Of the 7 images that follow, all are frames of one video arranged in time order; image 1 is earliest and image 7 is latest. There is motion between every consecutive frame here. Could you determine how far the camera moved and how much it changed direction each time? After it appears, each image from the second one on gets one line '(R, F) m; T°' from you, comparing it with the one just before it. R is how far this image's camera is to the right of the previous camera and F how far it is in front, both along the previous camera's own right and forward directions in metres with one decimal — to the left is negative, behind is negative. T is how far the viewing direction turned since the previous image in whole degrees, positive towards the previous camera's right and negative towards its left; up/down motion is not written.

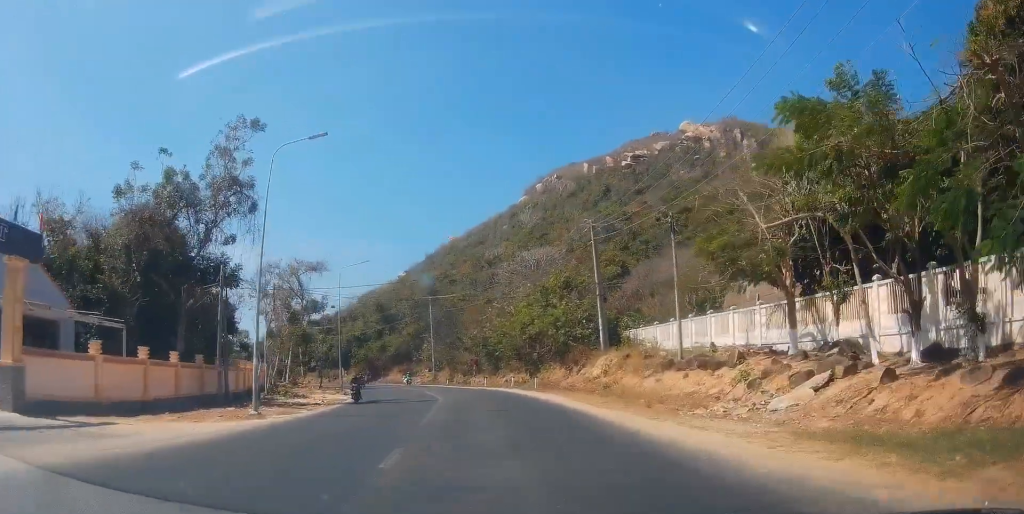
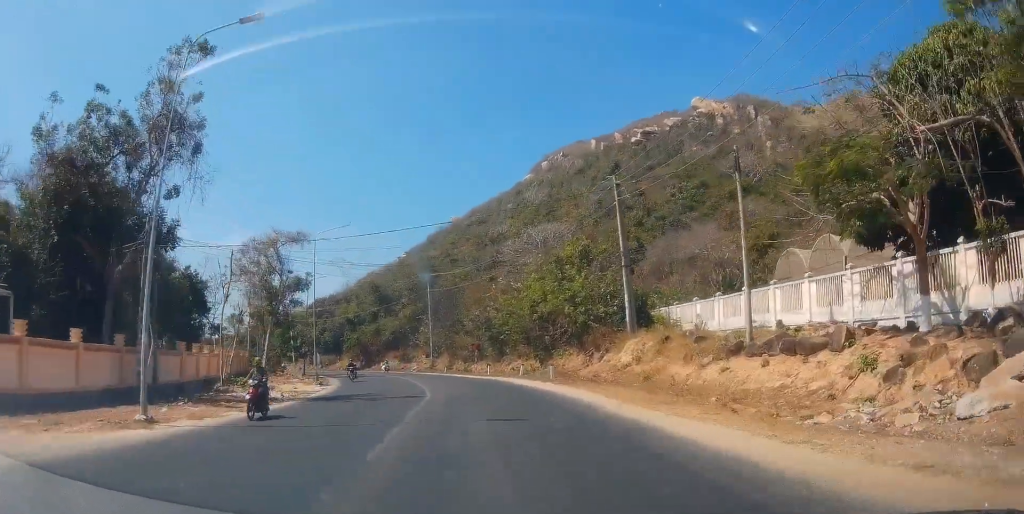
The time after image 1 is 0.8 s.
(+0.1, +8.7) m; -2°
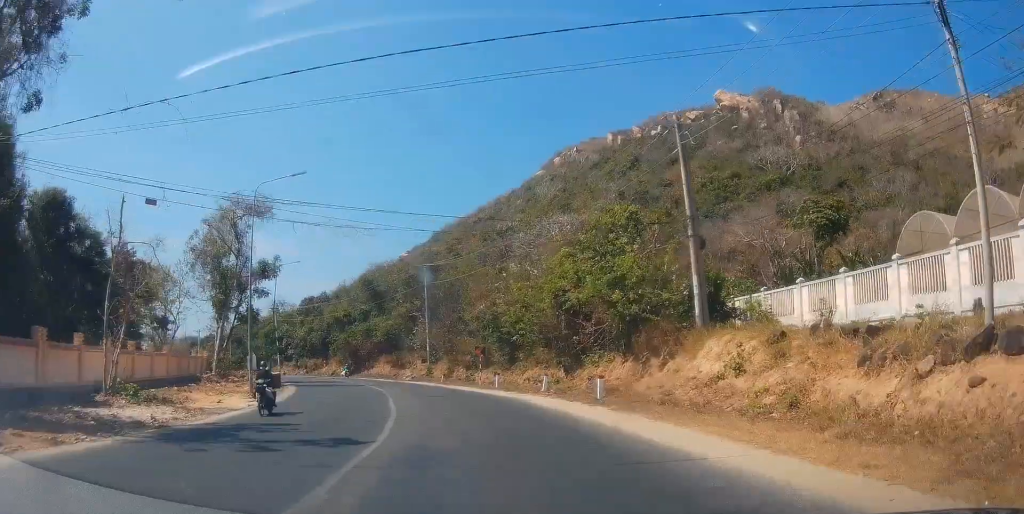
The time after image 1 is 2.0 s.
(-1.2, +13.1) m; -6°
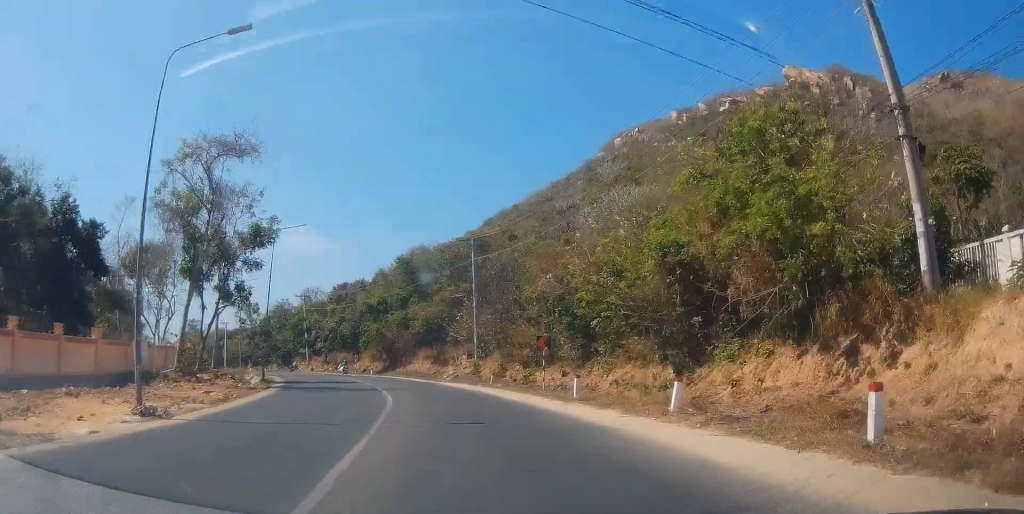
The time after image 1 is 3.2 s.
(+0.2, +13.5) m; +4°
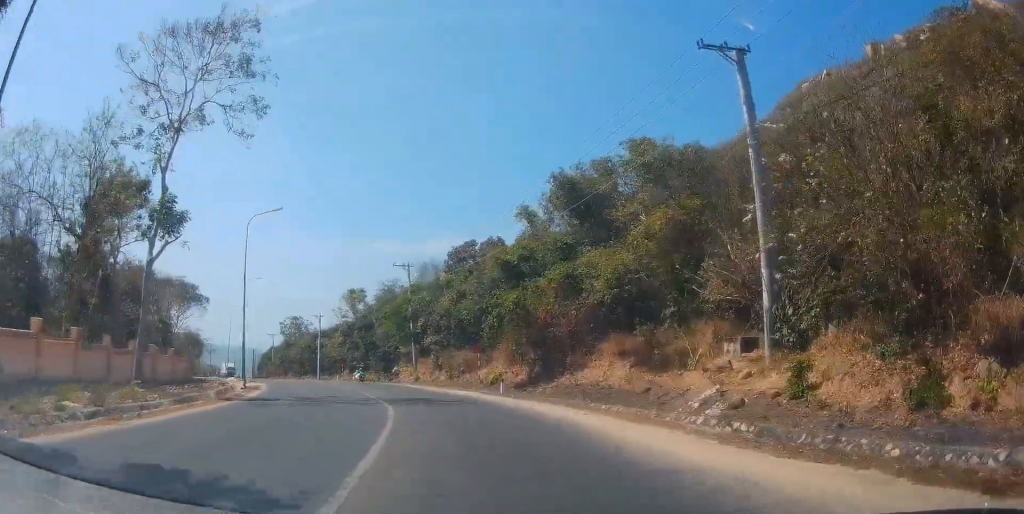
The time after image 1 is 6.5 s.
(-4.0, +34.9) m; -15°
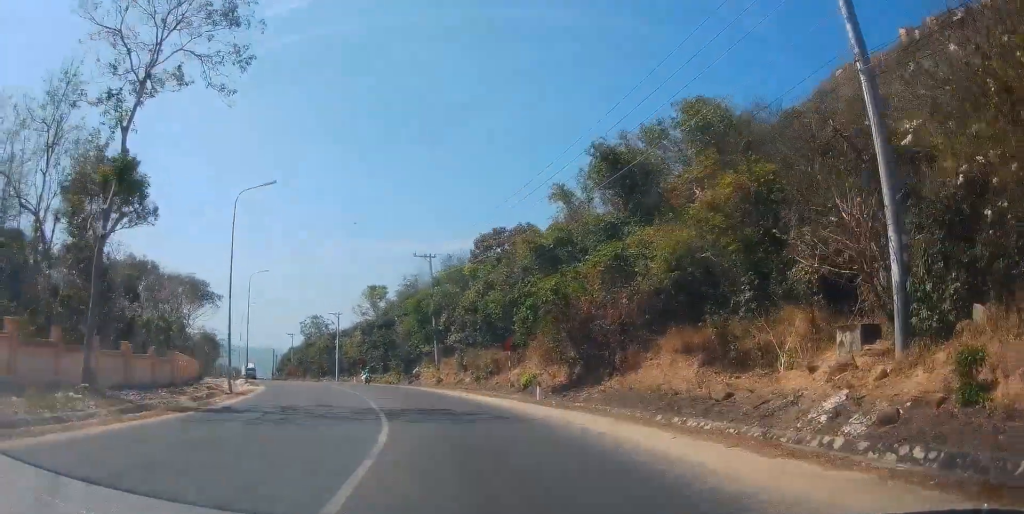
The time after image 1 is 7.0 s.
(-0.3, +6.0) m; -3°
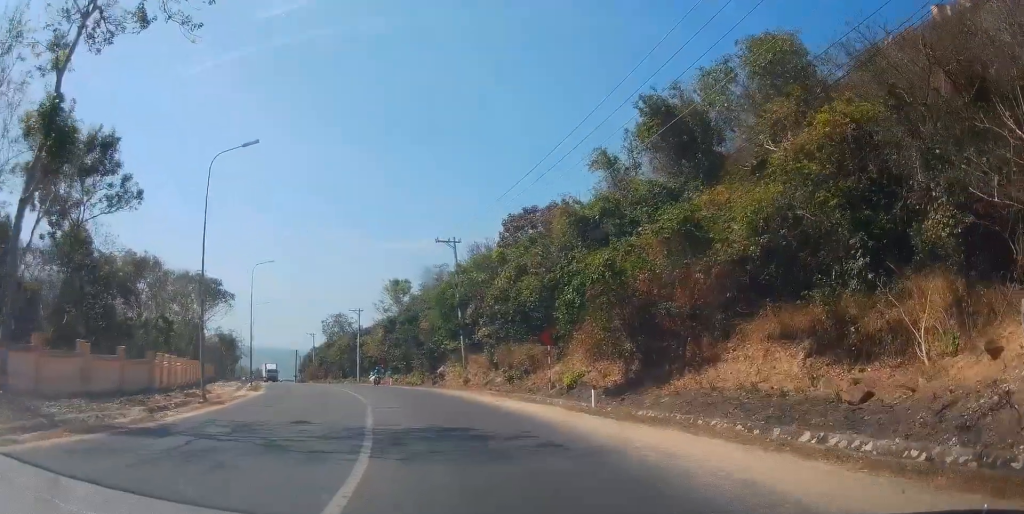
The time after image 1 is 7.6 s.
(-0.1, +6.4) m; -3°
